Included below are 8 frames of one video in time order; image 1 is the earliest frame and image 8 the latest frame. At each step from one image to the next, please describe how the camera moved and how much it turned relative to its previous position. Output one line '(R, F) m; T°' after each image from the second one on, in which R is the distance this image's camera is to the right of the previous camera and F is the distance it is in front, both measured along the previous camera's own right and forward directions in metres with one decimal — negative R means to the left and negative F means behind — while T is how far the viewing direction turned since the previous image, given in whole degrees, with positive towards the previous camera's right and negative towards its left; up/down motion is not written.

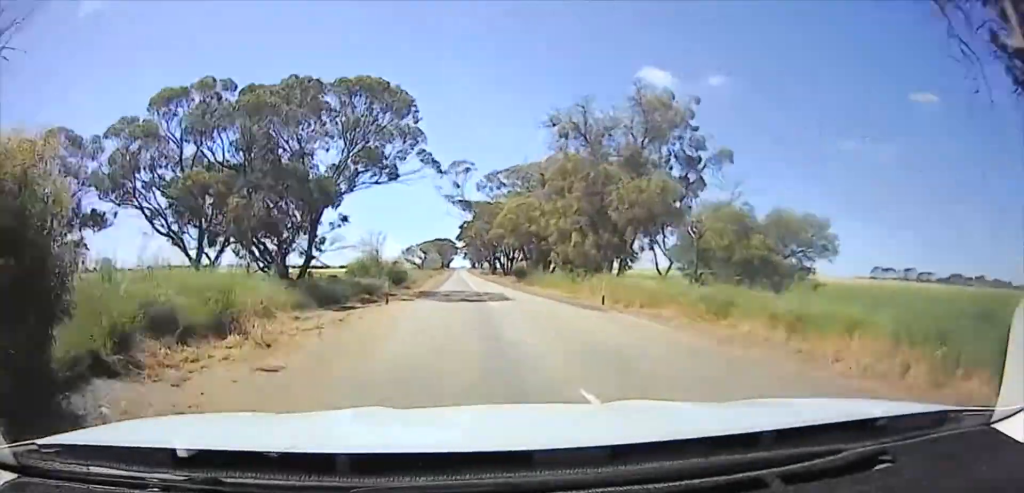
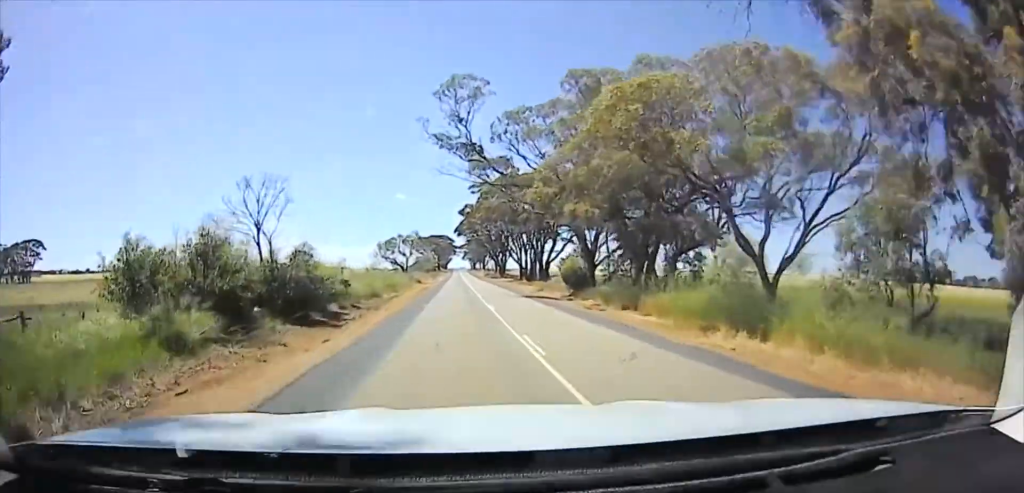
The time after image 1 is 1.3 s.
(0.0, +34.9) m; +1°
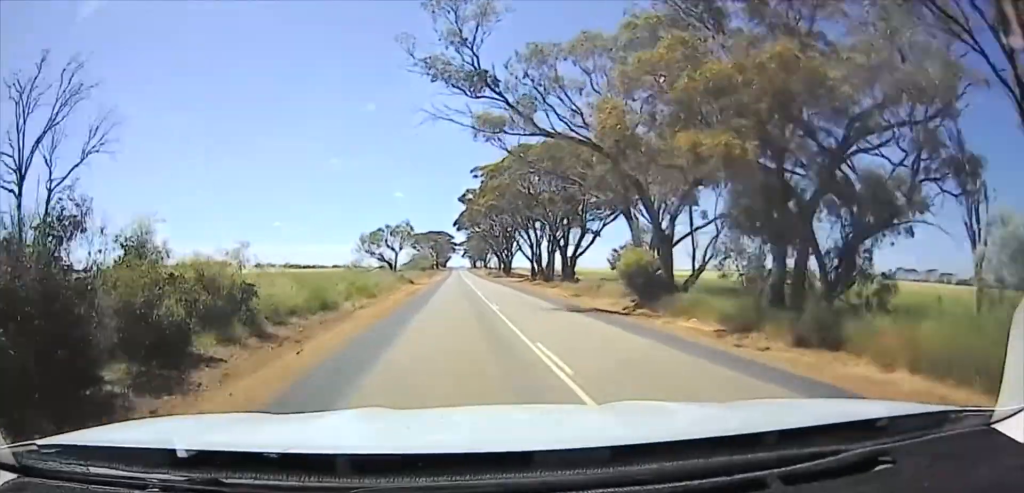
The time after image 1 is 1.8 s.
(+0.4, +14.3) m; +1°
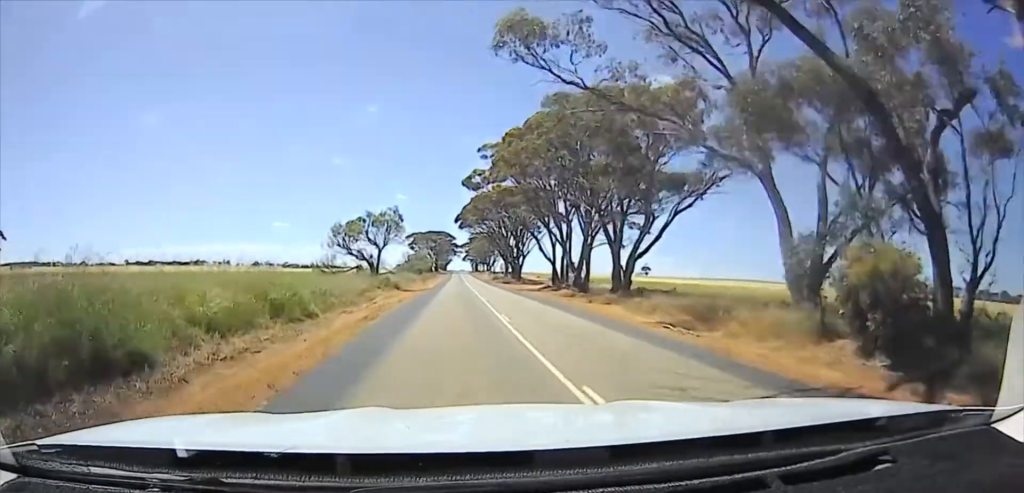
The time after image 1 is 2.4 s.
(+0.3, +18.3) m; +1°
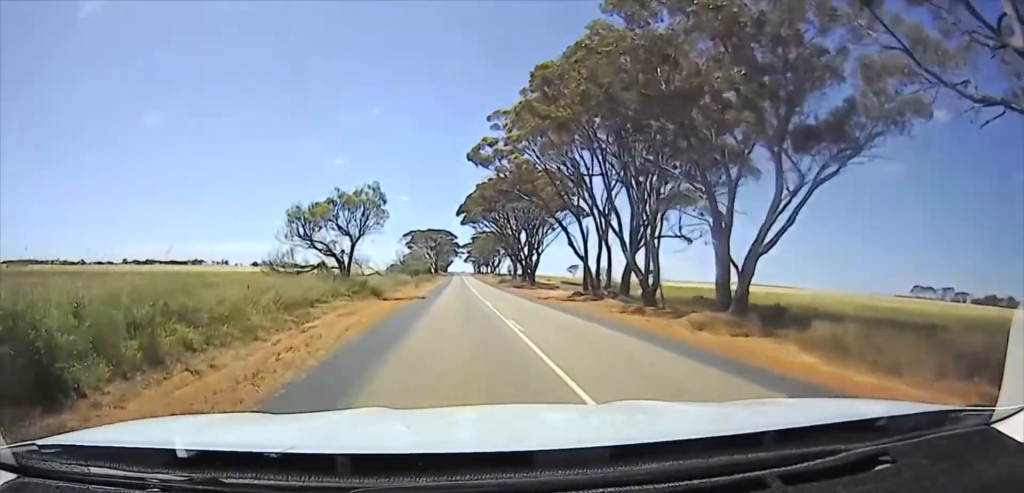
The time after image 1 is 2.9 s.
(0.0, +16.3) m; -1°
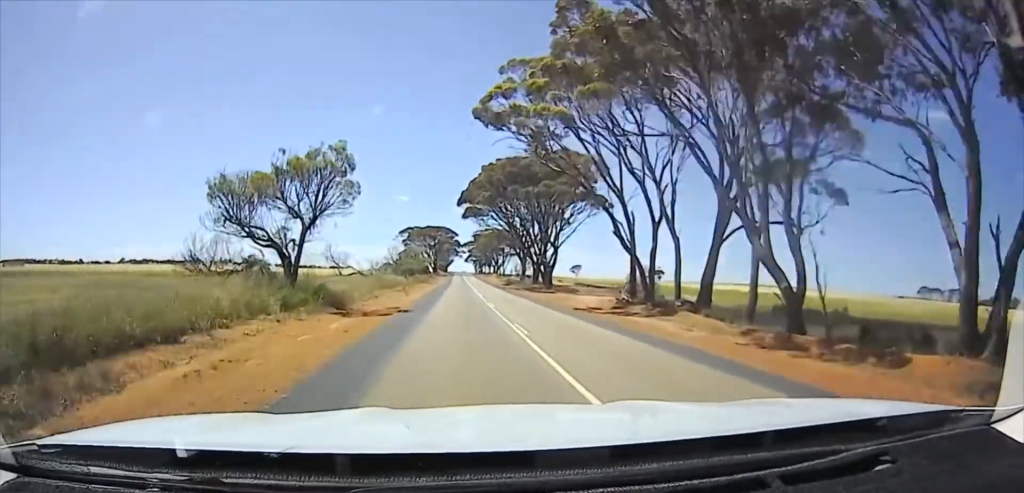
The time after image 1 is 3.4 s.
(+0.1, +13.4) m; -1°
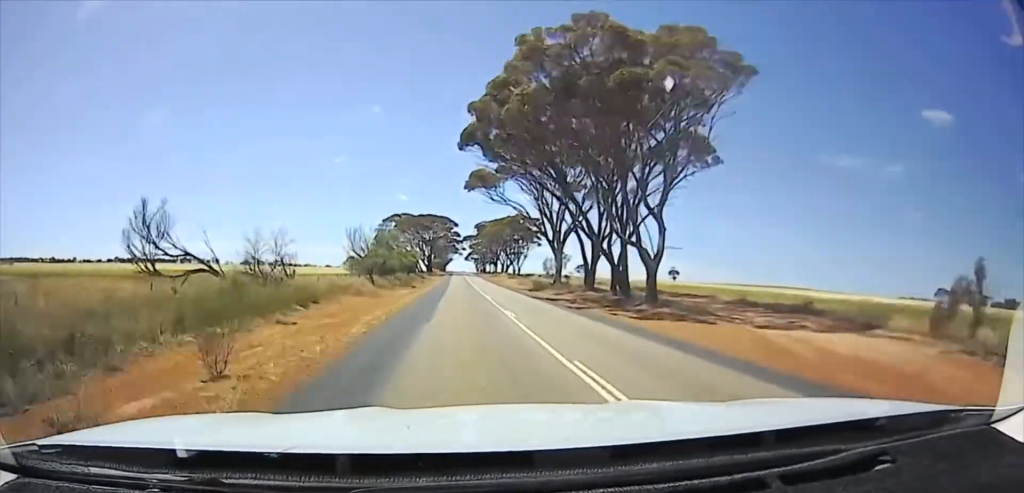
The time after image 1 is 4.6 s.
(-0.9, +40.8) m; -1°
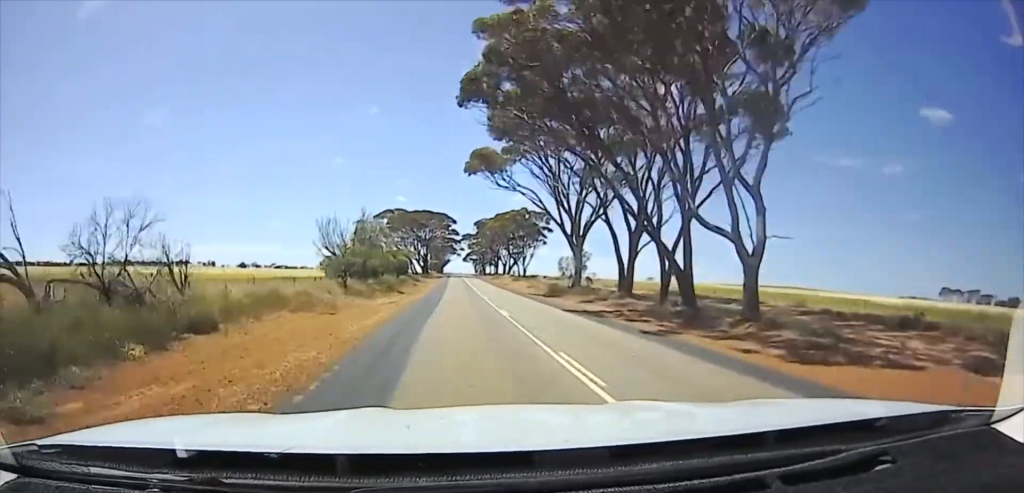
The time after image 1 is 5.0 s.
(0.0, +15.6) m; 0°
